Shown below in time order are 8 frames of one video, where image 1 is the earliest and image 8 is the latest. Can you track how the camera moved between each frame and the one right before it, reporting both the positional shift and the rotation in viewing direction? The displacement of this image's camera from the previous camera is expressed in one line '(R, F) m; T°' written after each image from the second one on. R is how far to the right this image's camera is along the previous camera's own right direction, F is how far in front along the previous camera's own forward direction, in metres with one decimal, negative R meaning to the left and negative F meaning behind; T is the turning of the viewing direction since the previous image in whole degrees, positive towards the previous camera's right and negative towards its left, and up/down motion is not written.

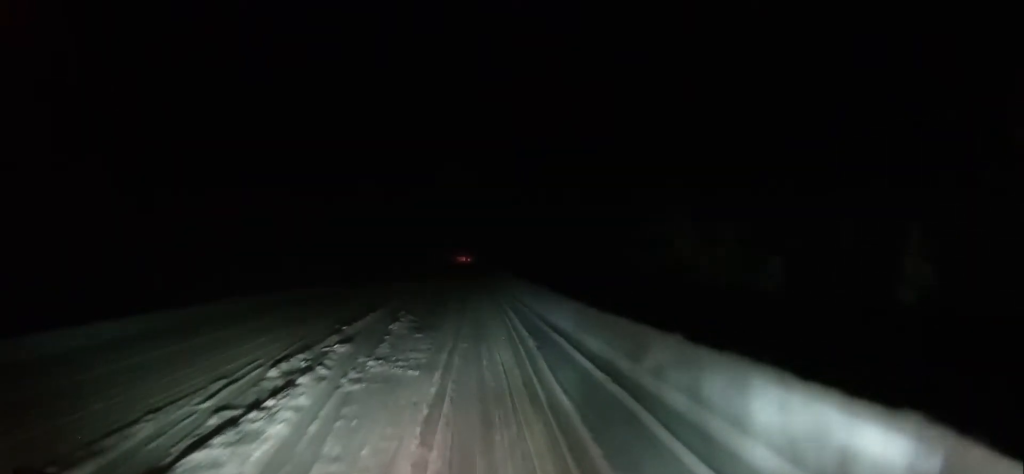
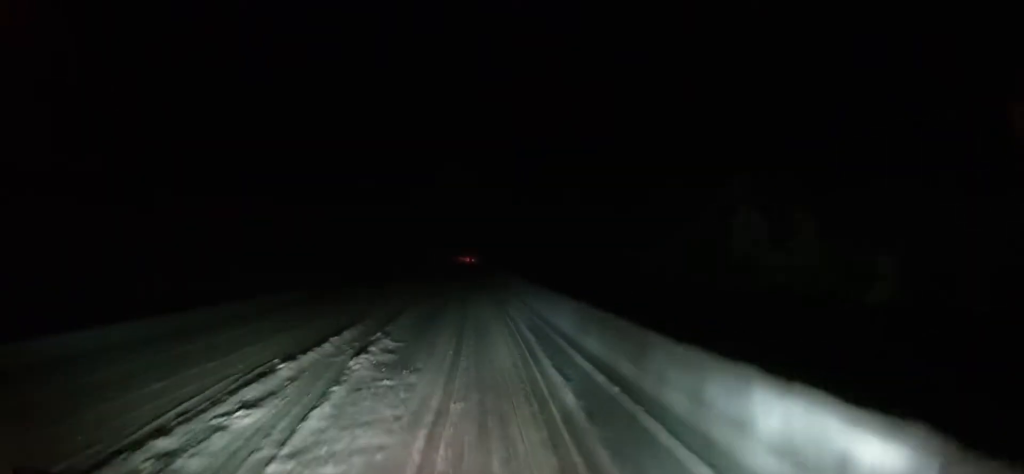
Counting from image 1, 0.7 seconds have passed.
(0.0, +7.5) m; 0°
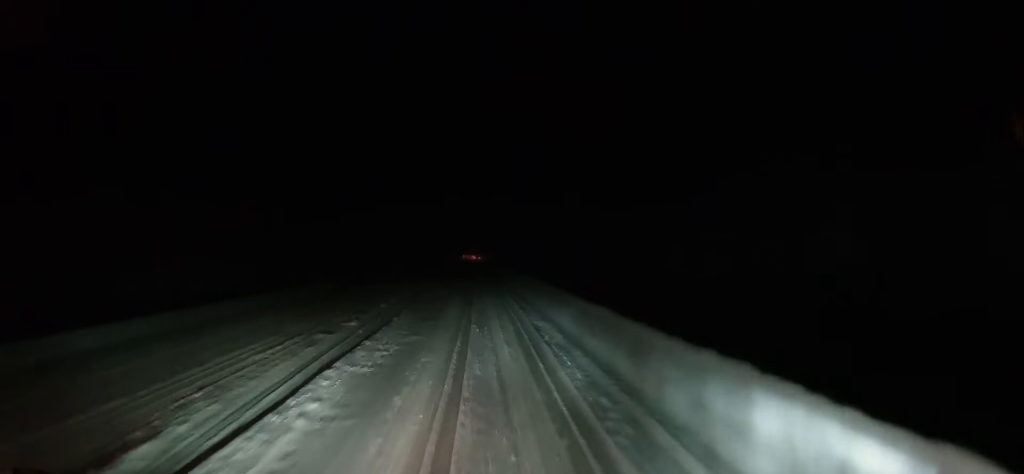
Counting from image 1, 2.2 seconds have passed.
(0.0, +16.2) m; -1°
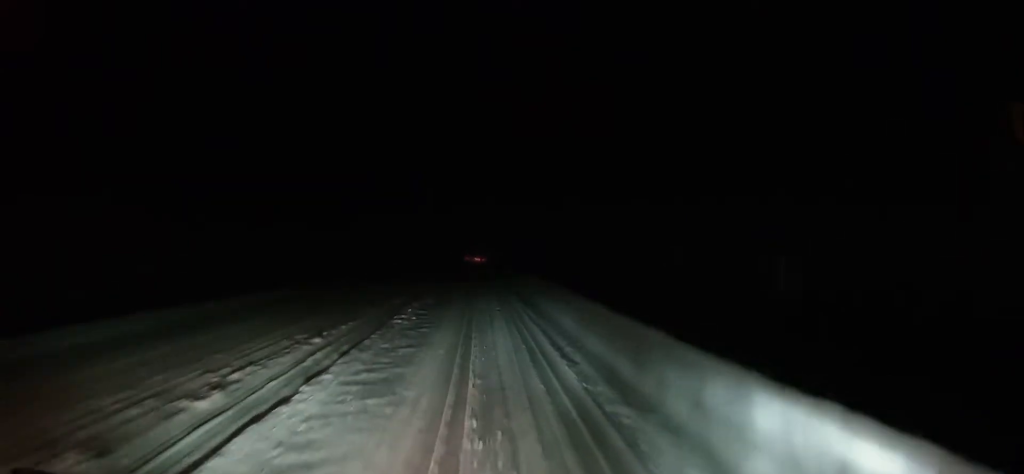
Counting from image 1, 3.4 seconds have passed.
(-0.4, +13.3) m; -2°
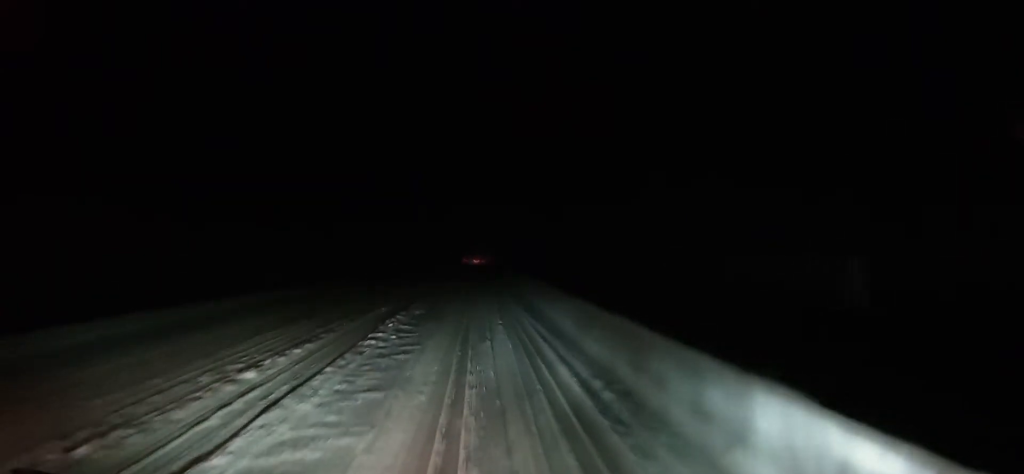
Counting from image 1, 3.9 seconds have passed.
(0.0, +5.4) m; +2°
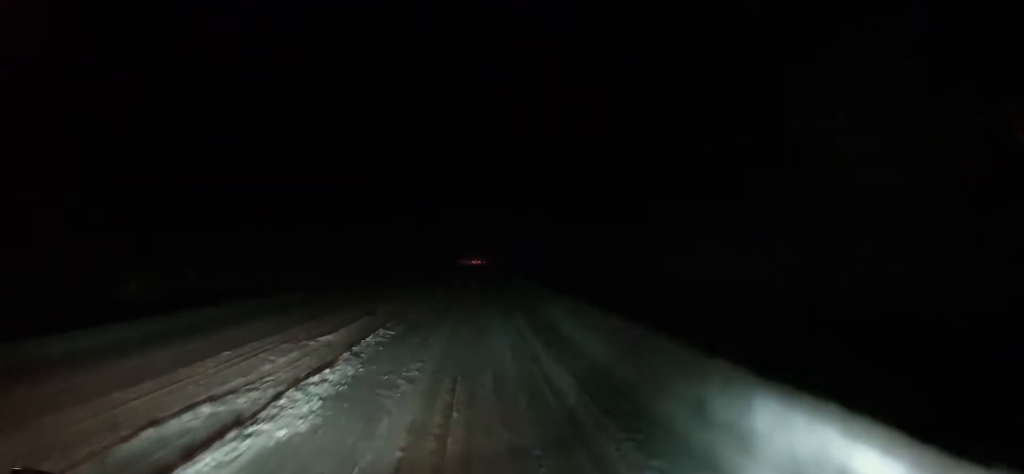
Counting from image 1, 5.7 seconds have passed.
(+0.7, +19.4) m; +2°
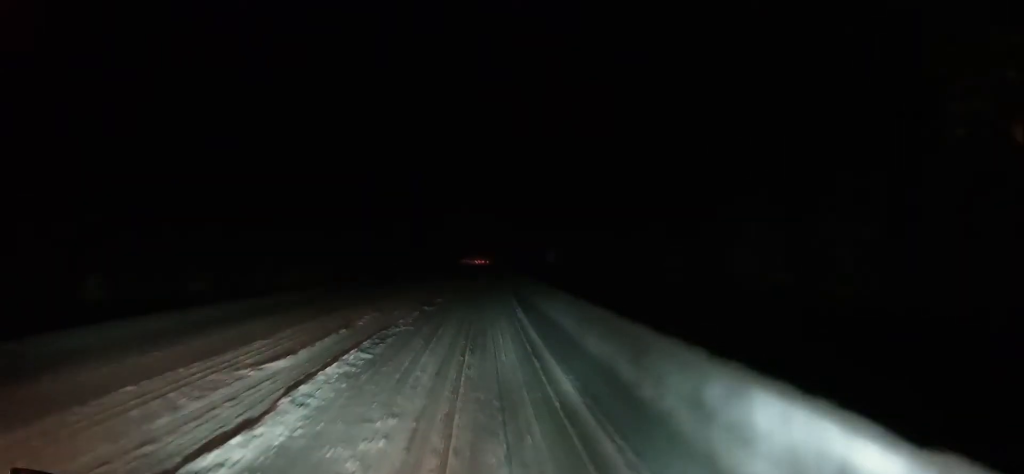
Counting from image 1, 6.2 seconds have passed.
(-0.3, +5.4) m; 0°
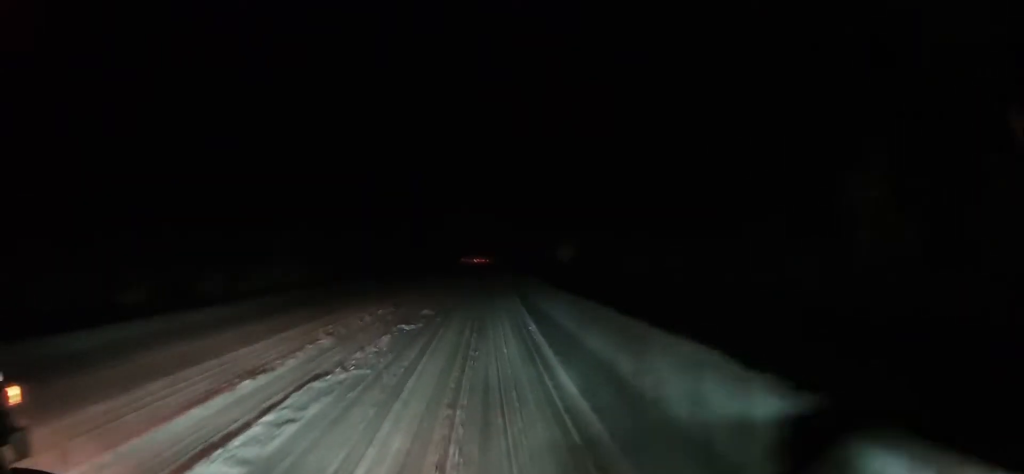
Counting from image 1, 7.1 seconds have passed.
(+0.3, +9.0) m; -1°
